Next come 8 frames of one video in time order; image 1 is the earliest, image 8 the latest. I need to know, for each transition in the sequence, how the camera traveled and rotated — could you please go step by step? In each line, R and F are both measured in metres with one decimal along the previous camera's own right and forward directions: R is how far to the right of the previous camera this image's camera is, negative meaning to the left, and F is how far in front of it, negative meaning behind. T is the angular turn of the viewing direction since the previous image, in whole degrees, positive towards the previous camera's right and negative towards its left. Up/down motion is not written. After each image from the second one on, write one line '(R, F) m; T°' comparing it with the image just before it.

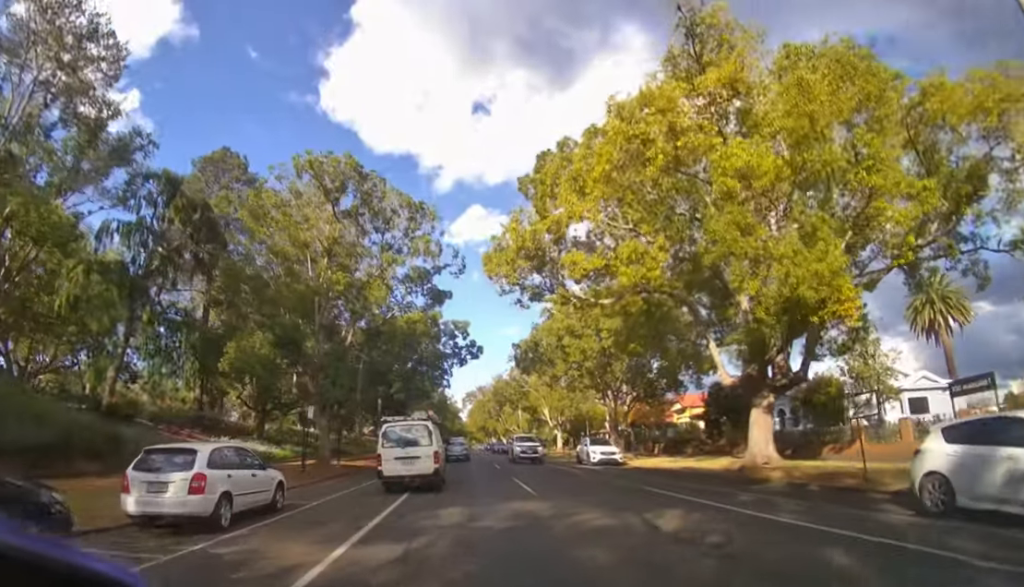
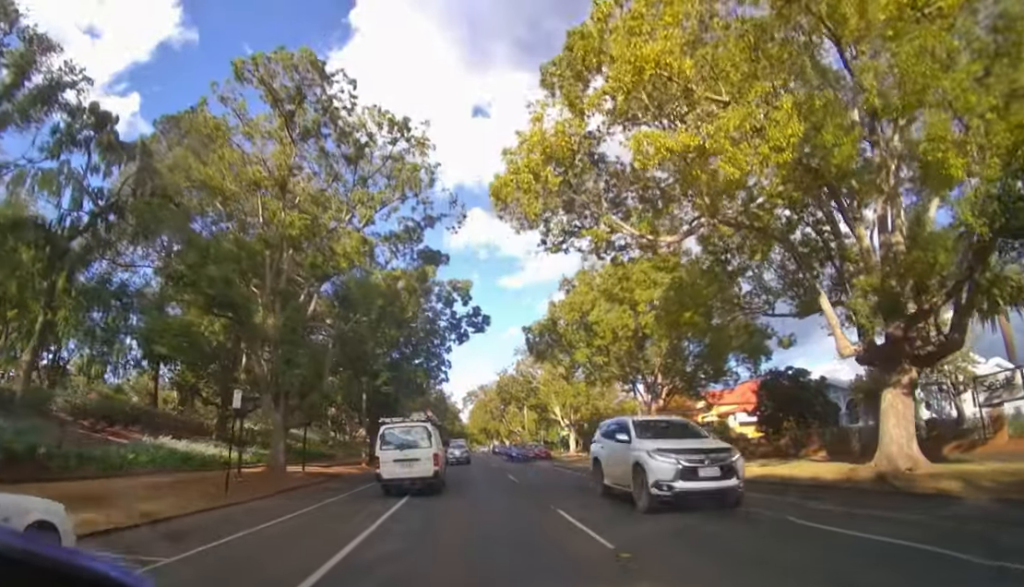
(0.0, +7.0) m; 0°
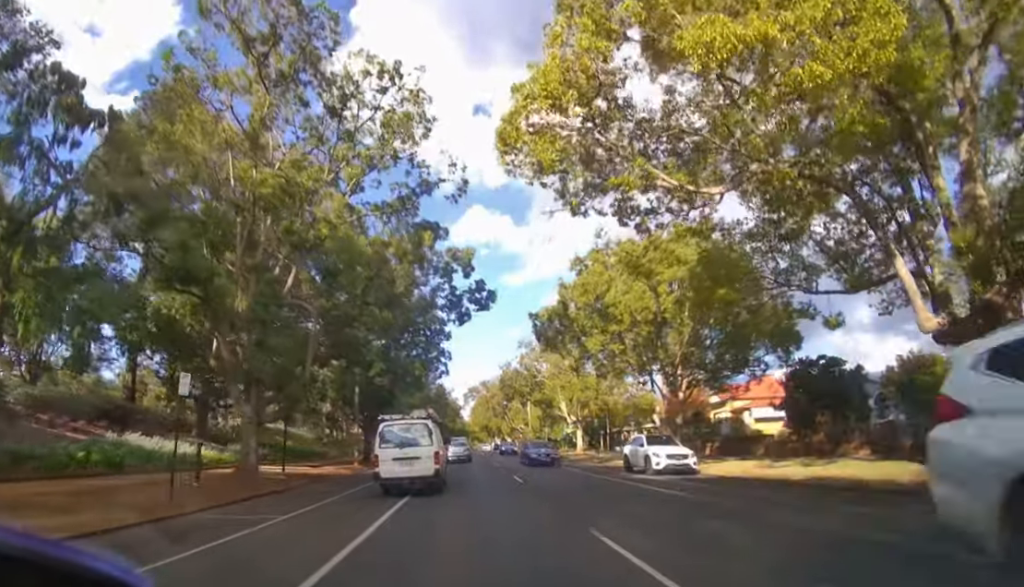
(0.0, +2.8) m; 0°
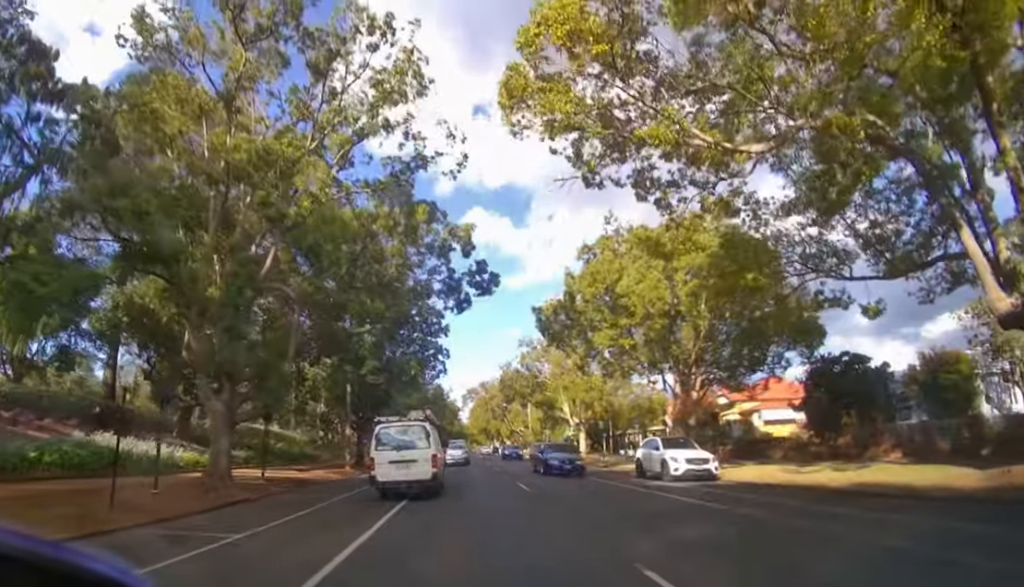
(0.0, +2.0) m; 0°
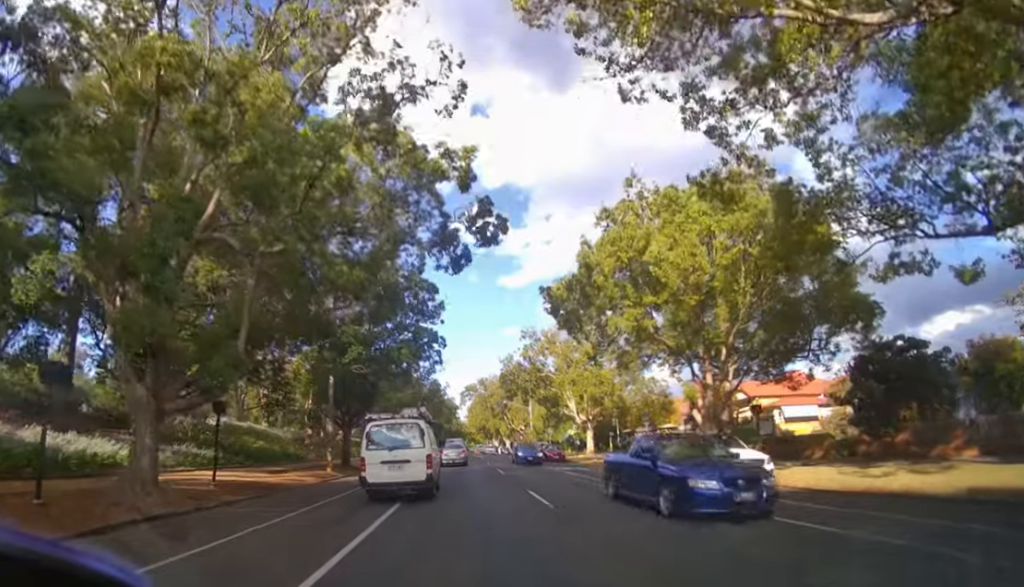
(0.0, +3.9) m; 0°
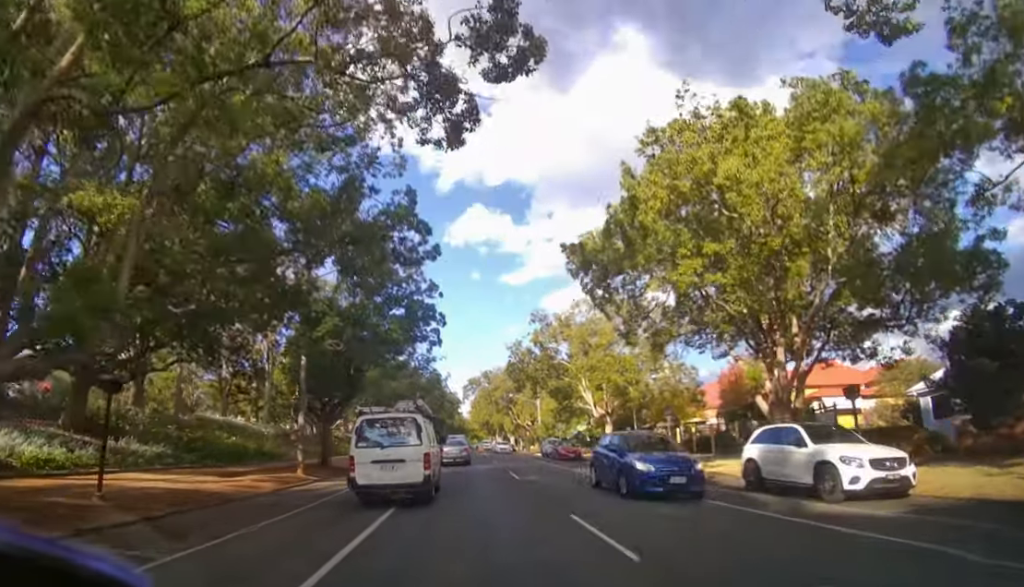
(-0.1, +5.8) m; 0°
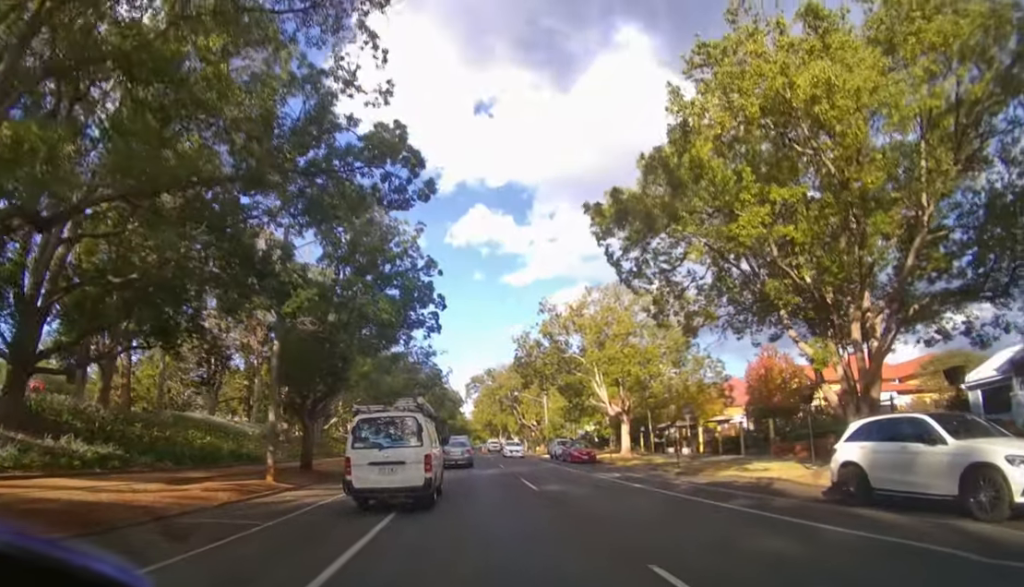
(0.0, +3.7) m; +1°
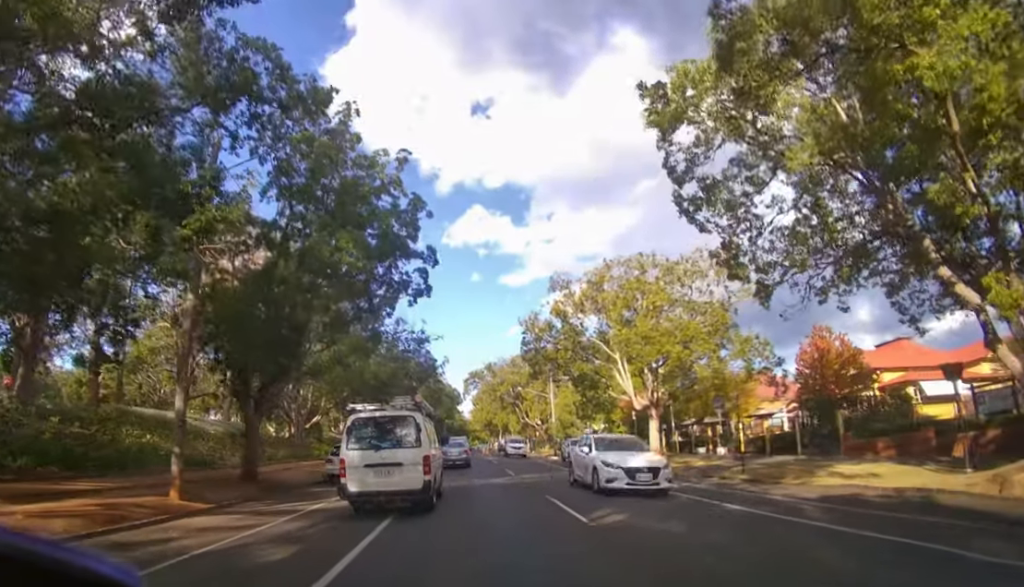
(0.0, +5.2) m; +2°
